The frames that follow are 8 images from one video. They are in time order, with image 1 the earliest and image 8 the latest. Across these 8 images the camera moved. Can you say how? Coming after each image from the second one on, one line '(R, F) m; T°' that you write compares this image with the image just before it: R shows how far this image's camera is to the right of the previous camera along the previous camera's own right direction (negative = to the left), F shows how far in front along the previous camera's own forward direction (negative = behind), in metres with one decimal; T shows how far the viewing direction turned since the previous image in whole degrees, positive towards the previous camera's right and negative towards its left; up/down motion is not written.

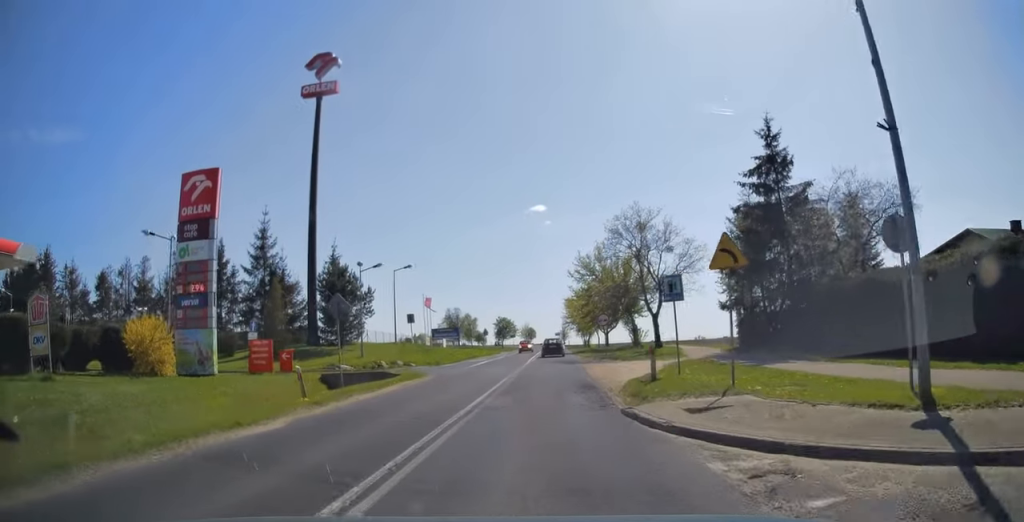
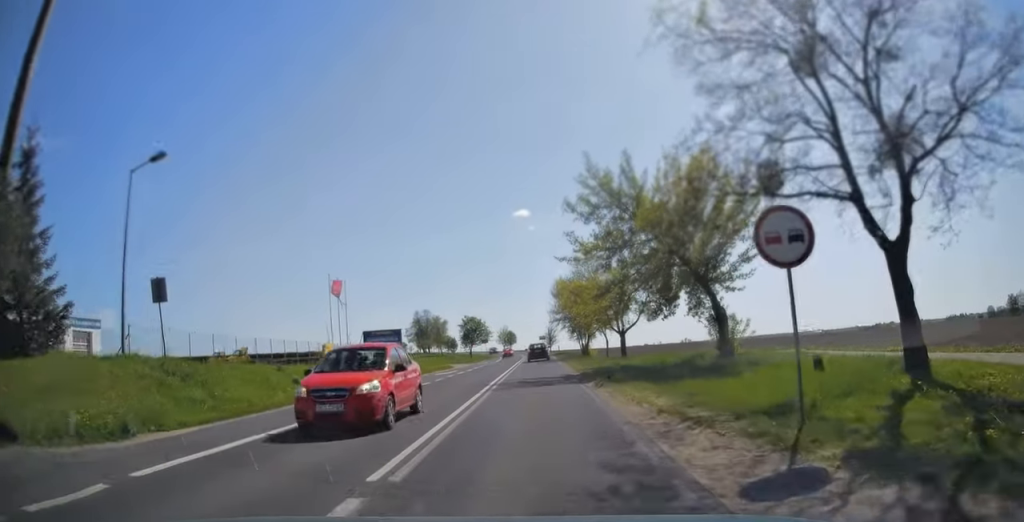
(+0.2, +32.0) m; +1°
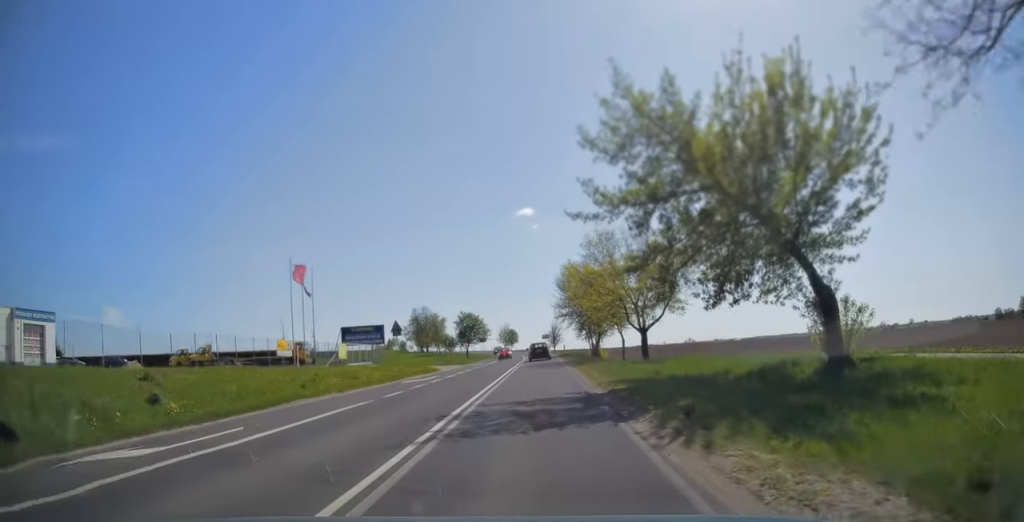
(0.0, +9.4) m; 0°
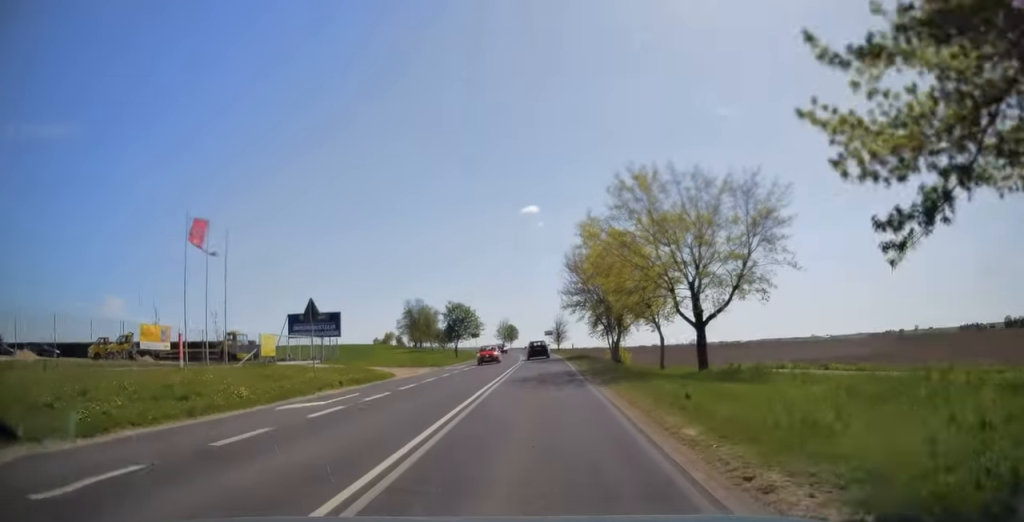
(-0.1, +14.8) m; 0°
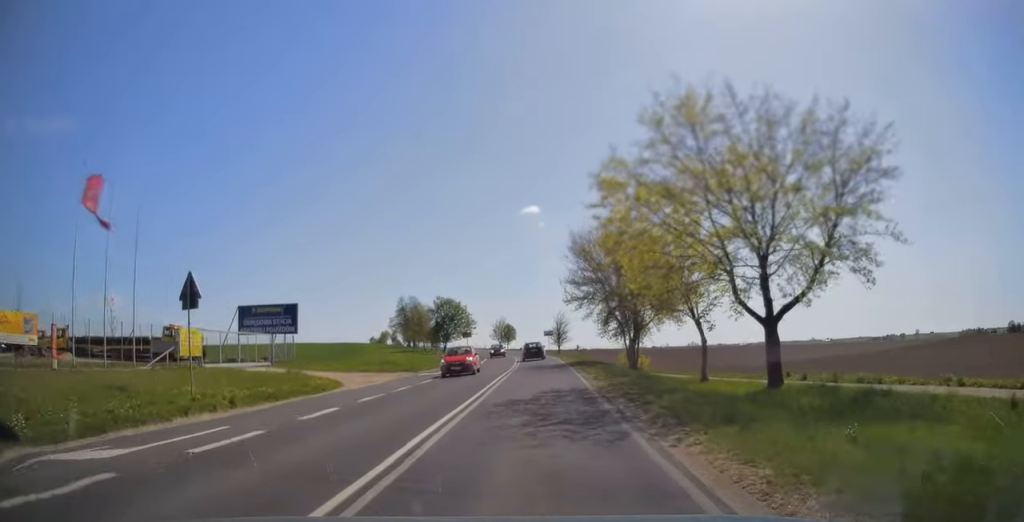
(0.0, +8.8) m; 0°
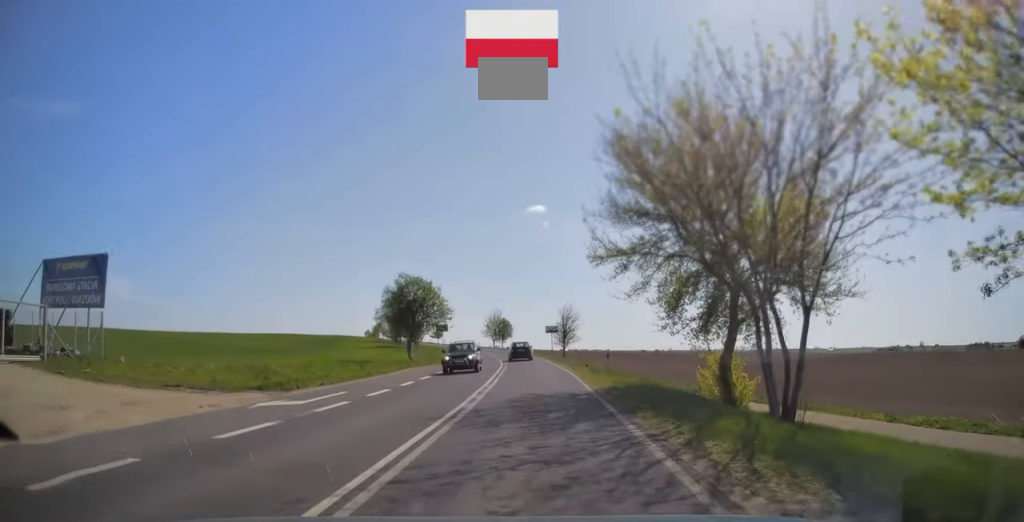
(0.0, +20.2) m; 0°
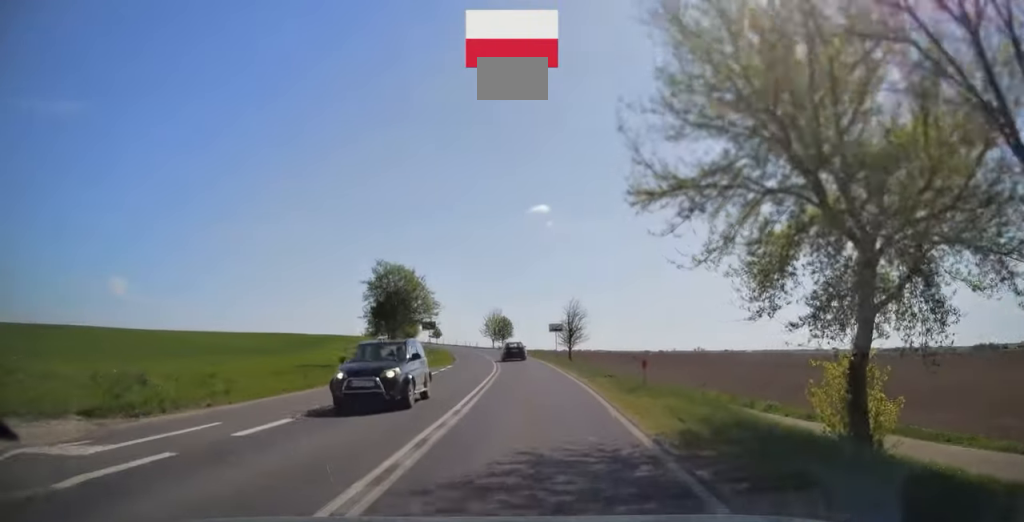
(0.0, +8.3) m; 0°
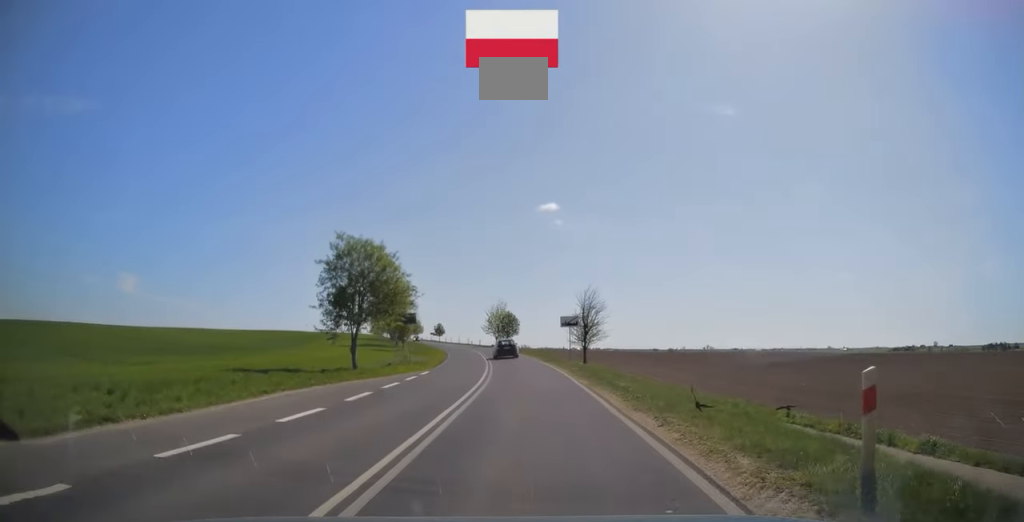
(-0.1, +11.1) m; -1°
